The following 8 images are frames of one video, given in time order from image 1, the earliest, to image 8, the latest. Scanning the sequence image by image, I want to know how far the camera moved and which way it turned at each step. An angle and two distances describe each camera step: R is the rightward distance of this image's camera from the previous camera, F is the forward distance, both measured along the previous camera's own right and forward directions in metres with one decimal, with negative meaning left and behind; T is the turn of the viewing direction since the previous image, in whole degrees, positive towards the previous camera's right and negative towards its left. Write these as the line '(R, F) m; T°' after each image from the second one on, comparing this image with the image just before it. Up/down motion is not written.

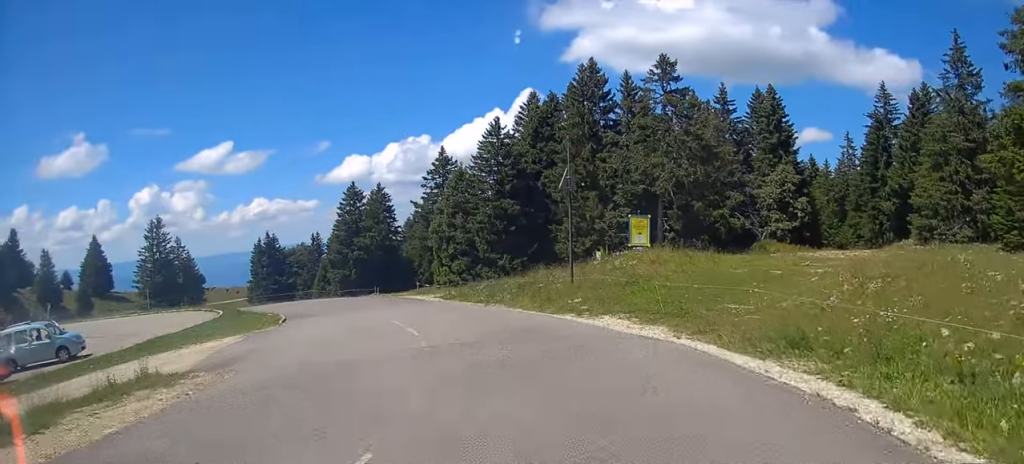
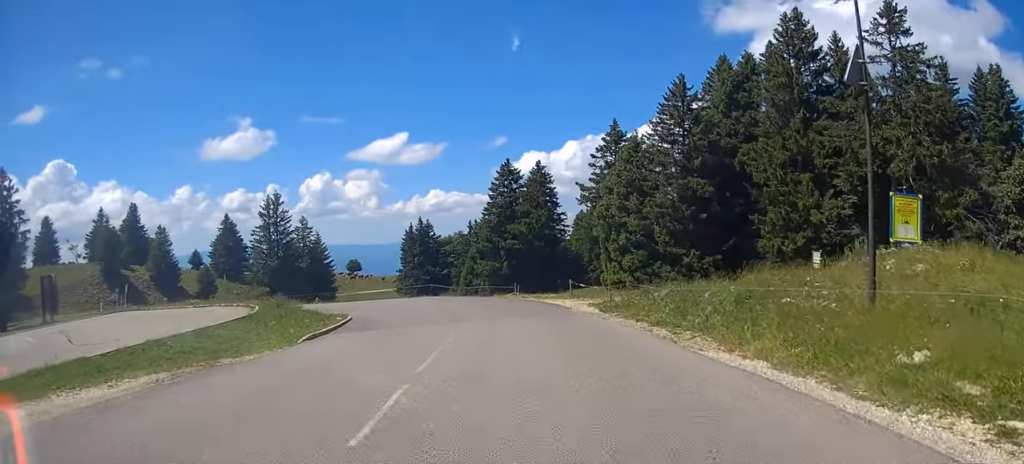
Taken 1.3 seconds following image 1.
(-1.1, +14.2) m; -8°
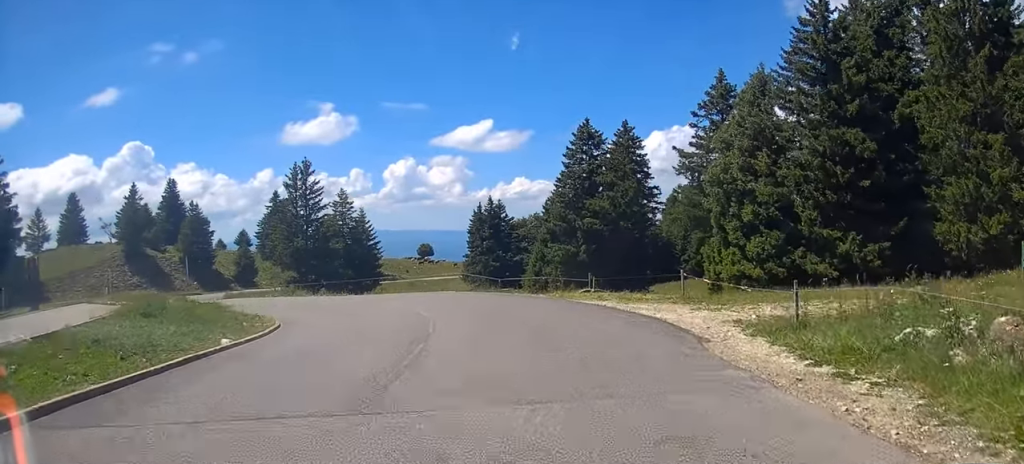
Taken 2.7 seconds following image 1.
(-1.1, +14.6) m; -9°
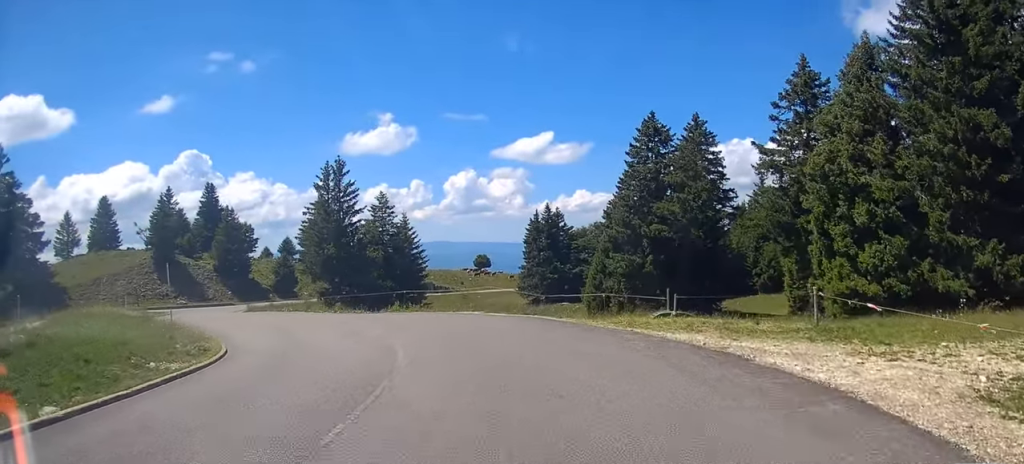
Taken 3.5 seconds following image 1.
(-0.3, +7.6) m; -7°
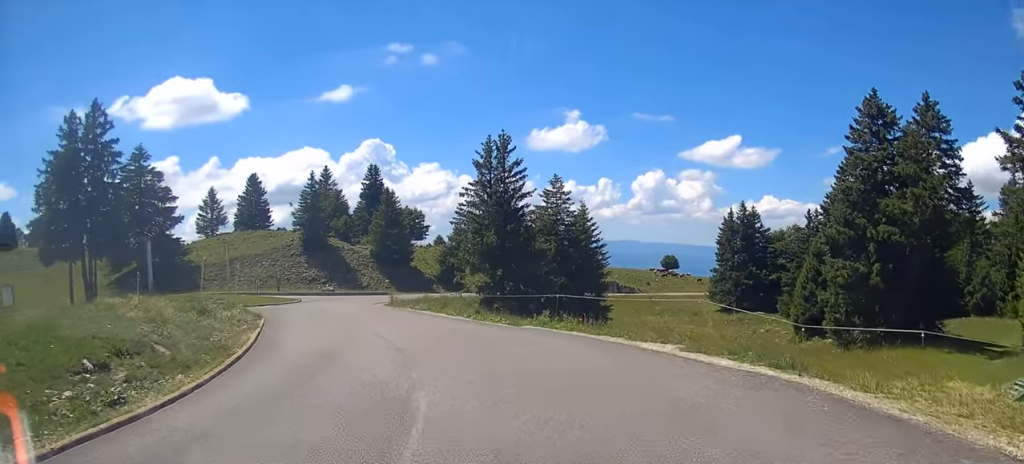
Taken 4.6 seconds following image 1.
(-1.0, +9.9) m; -14°
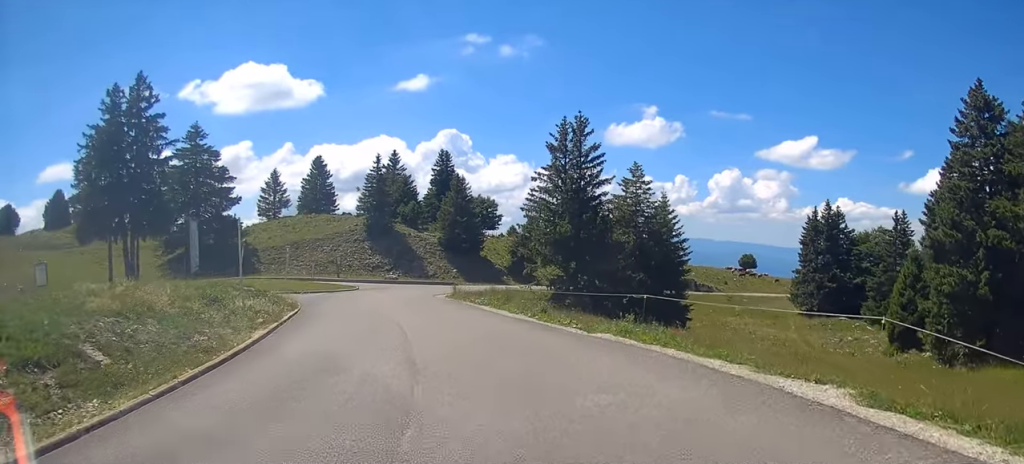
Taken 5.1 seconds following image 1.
(-0.2, +4.3) m; -7°
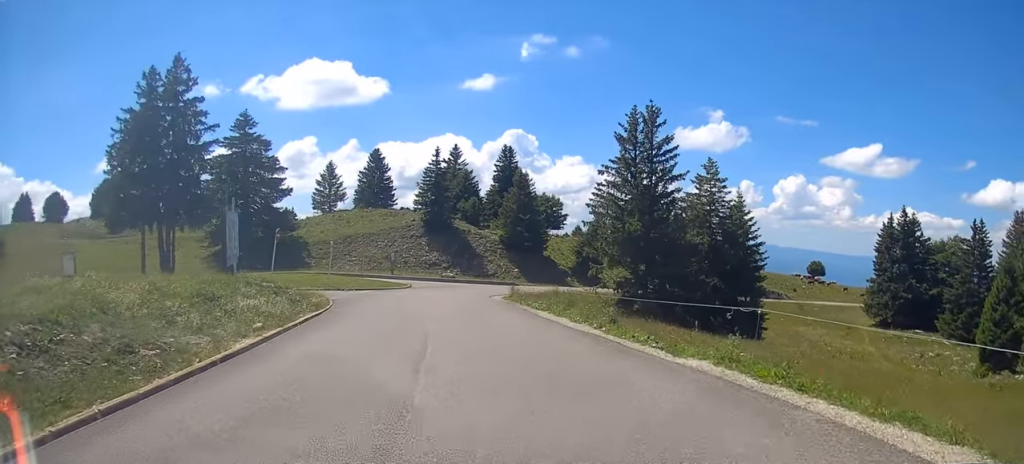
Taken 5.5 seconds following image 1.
(-0.4, +3.9) m; -5°
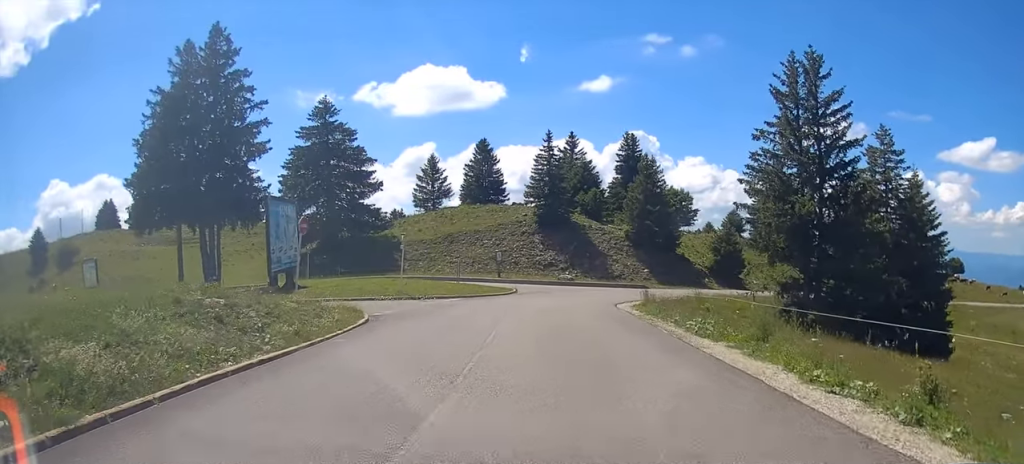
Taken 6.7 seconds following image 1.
(-1.0, +10.4) m; -11°
